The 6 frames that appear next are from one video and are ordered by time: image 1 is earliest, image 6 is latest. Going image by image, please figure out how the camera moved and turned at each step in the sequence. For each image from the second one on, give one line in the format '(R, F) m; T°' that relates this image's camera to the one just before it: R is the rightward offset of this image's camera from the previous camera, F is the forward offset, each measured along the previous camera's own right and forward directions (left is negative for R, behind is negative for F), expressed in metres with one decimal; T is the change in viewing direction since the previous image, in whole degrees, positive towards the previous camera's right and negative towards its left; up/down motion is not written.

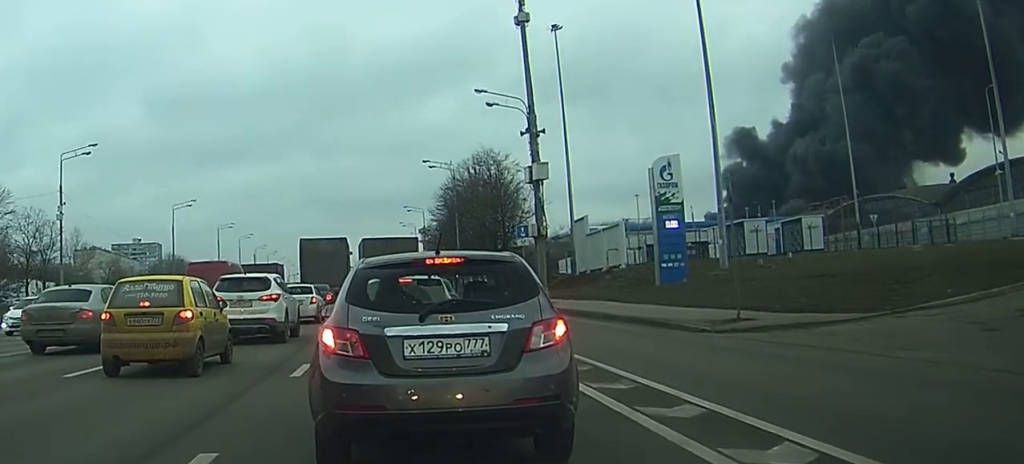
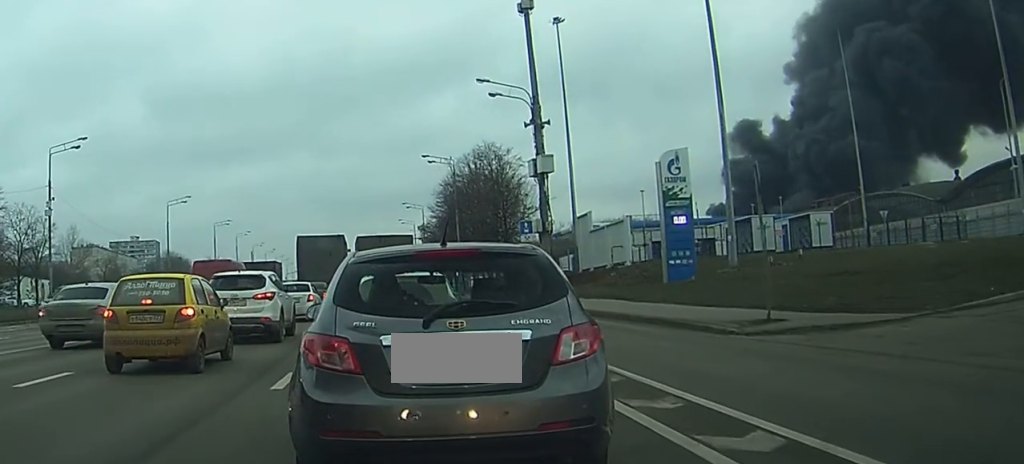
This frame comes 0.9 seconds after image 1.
(0.0, +1.4) m; 0°
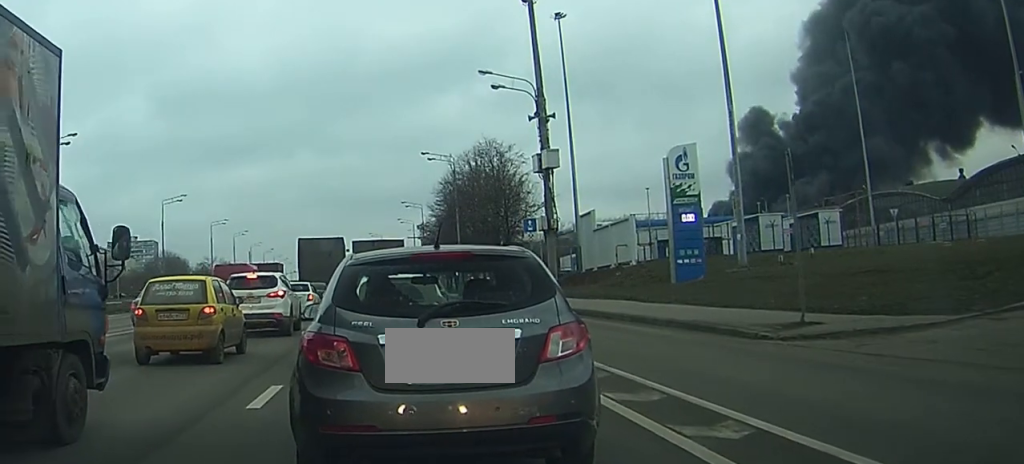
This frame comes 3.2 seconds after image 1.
(+0.4, +2.3) m; 0°
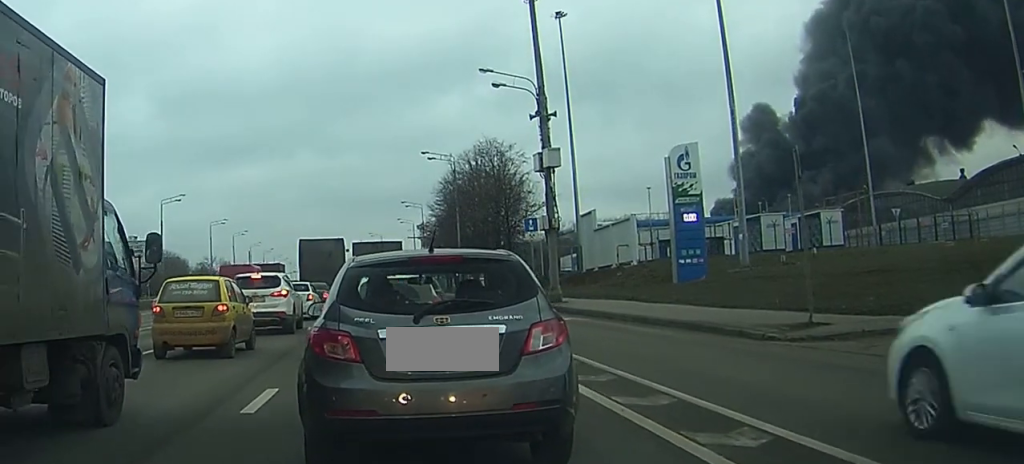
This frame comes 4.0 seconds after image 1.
(0.0, +0.6) m; 0°
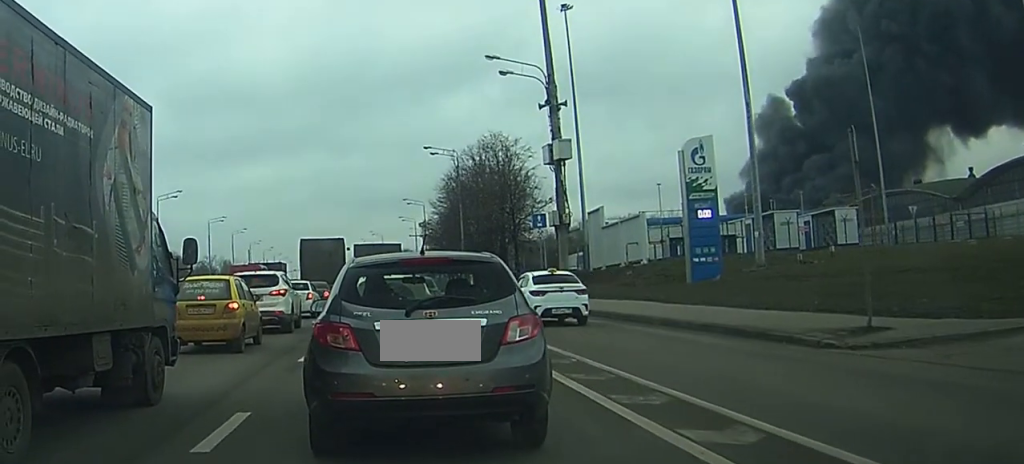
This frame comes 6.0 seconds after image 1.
(+0.2, +1.9) m; 0°
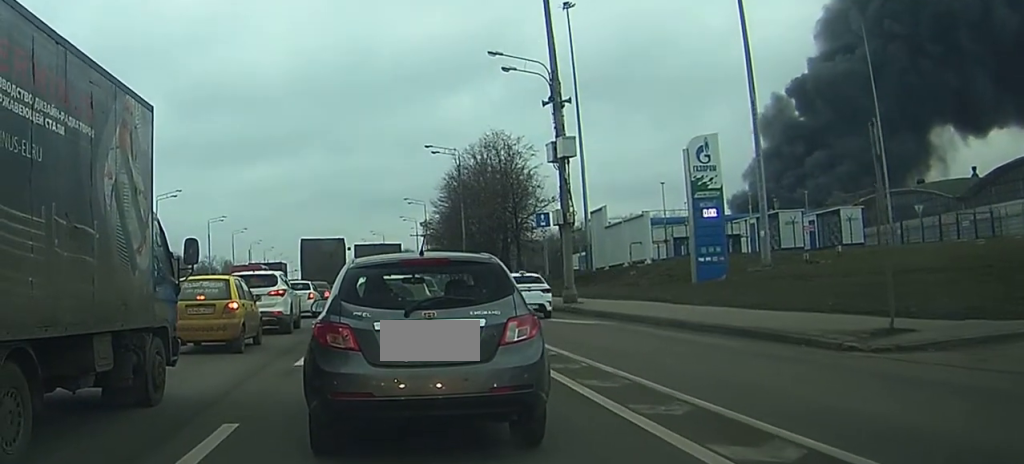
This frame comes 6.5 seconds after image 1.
(+0.1, +0.6) m; +3°
